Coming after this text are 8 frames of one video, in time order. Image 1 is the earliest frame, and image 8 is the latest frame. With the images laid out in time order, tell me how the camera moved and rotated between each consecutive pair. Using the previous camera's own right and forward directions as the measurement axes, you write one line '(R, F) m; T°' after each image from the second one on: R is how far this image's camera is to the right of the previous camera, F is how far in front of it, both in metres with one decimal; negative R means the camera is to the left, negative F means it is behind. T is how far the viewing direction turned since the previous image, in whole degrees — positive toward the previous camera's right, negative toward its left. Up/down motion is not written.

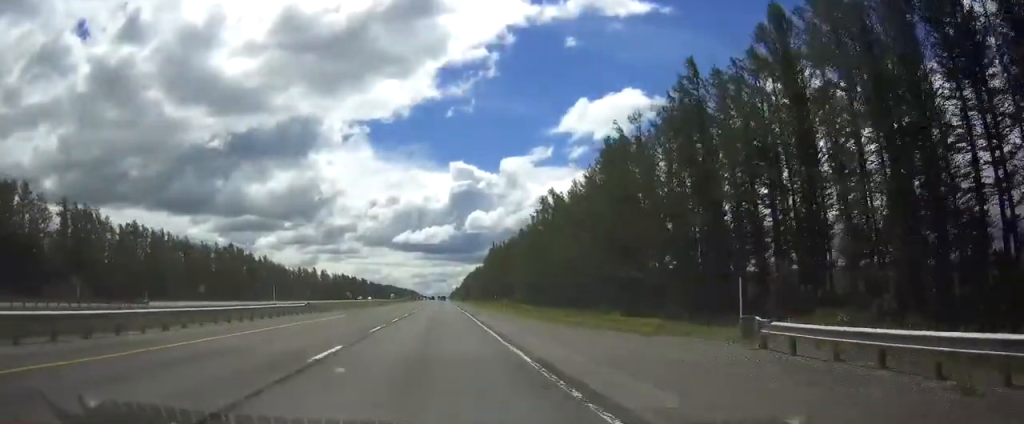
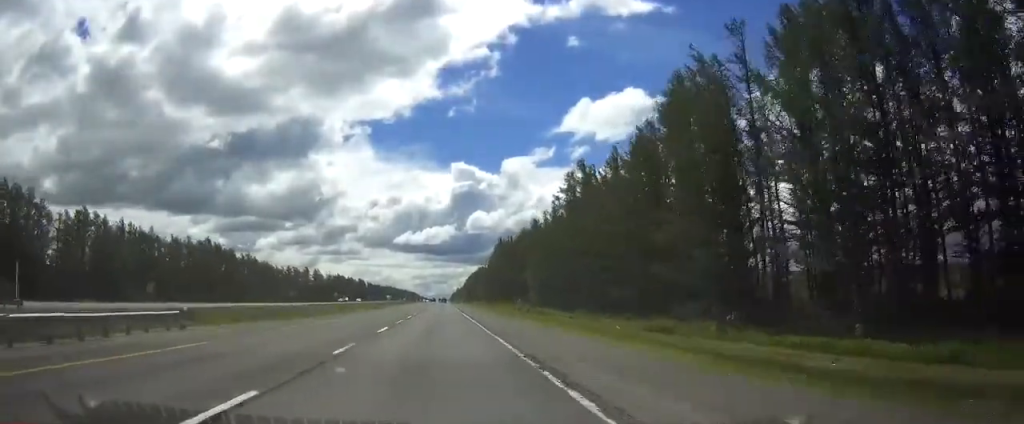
(0.0, +25.0) m; 0°
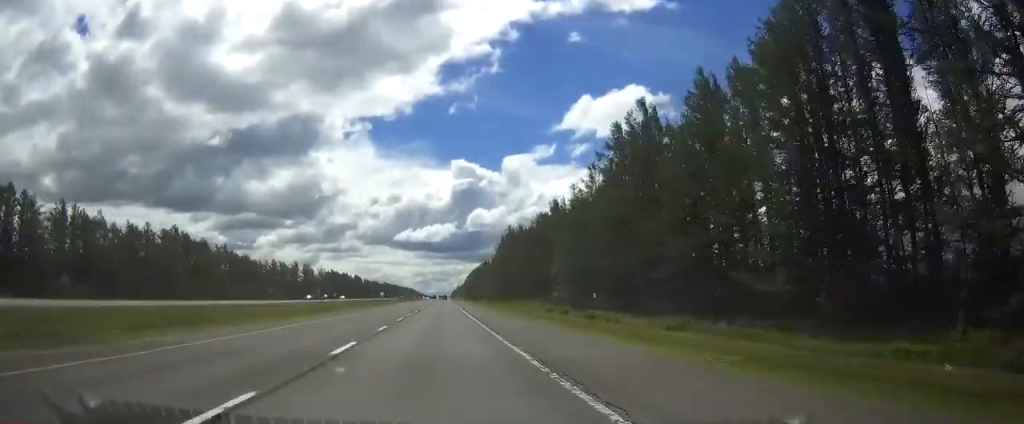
(0.0, +28.3) m; 0°
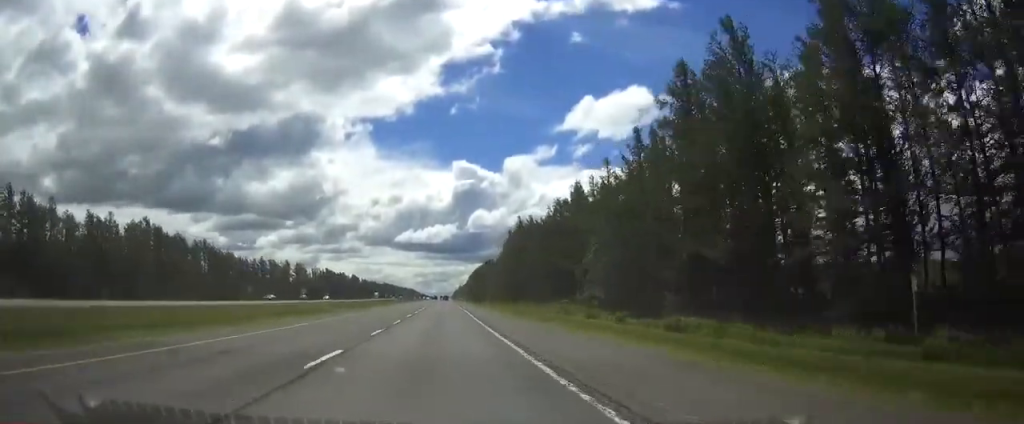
(0.0, +20.7) m; 0°
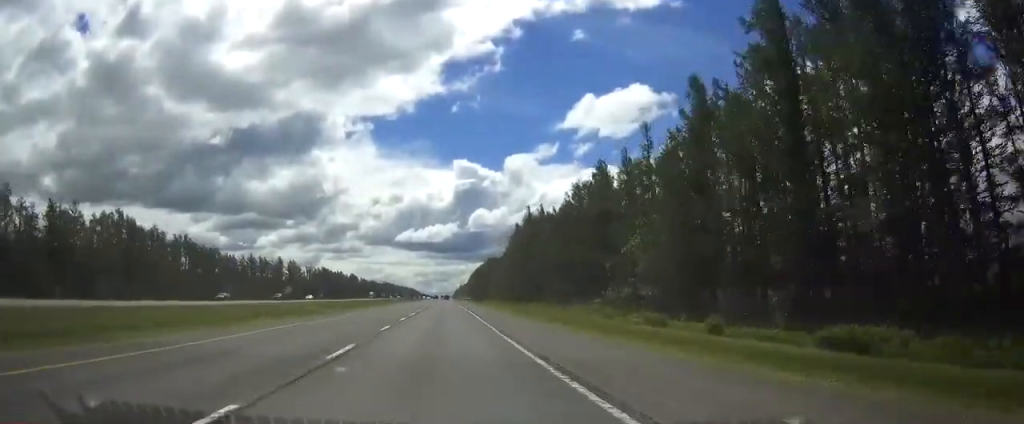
(0.0, +16.3) m; 0°
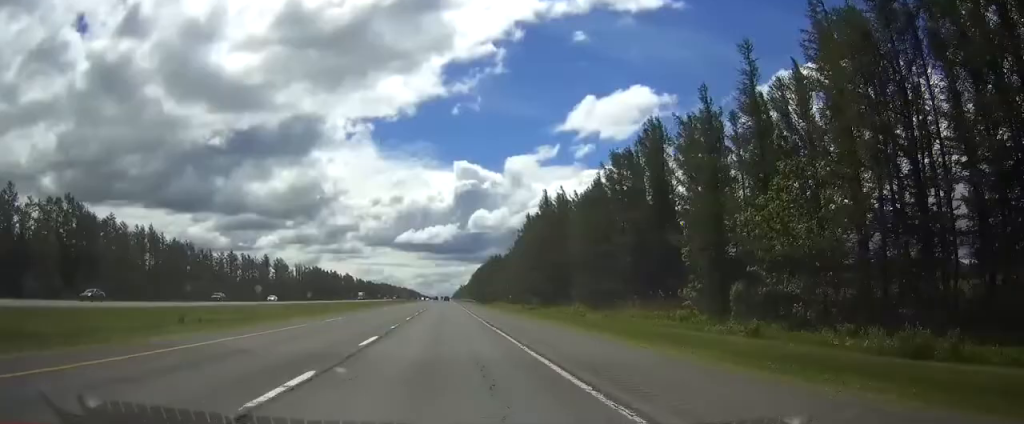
(0.0, +23.9) m; 0°
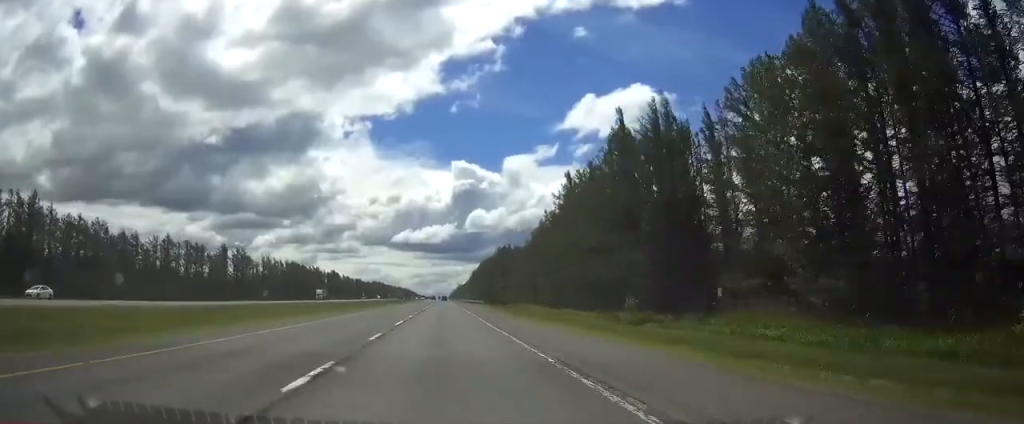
(0.0, +53.1) m; 0°
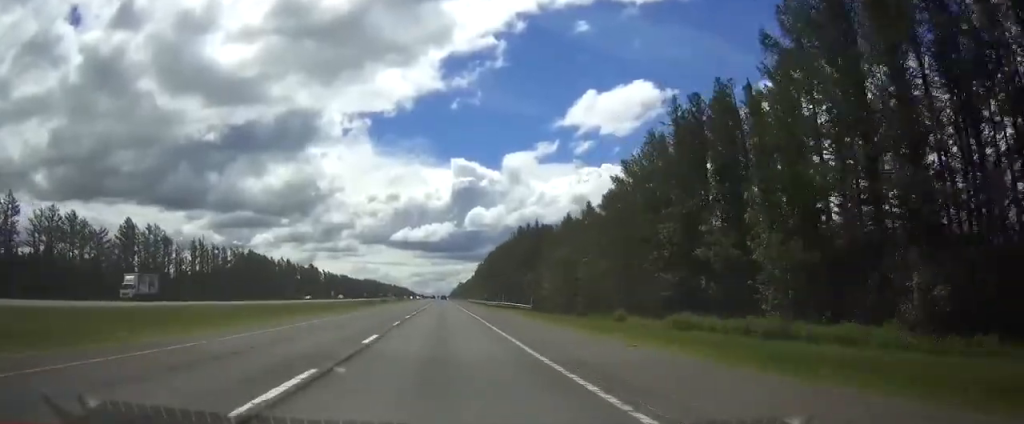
(0.0, +74.0) m; 0°
